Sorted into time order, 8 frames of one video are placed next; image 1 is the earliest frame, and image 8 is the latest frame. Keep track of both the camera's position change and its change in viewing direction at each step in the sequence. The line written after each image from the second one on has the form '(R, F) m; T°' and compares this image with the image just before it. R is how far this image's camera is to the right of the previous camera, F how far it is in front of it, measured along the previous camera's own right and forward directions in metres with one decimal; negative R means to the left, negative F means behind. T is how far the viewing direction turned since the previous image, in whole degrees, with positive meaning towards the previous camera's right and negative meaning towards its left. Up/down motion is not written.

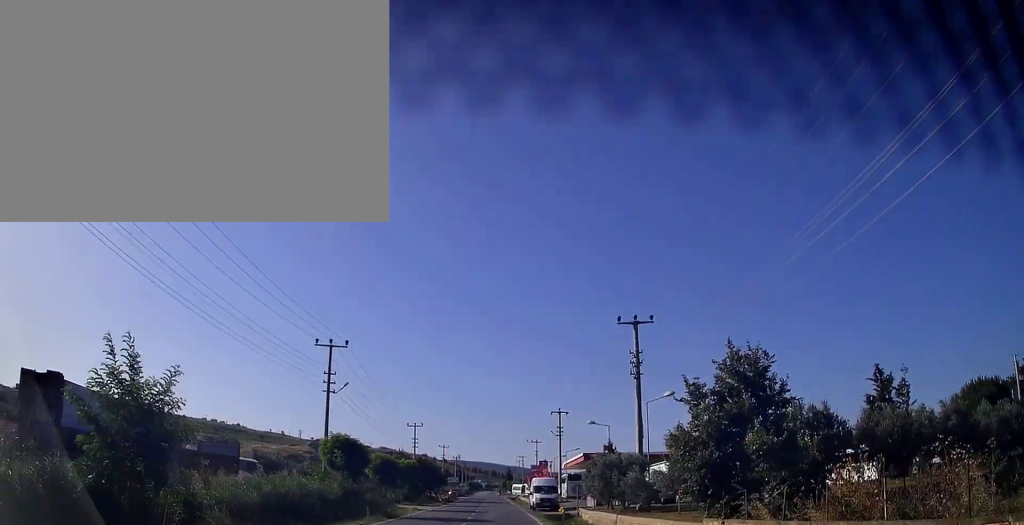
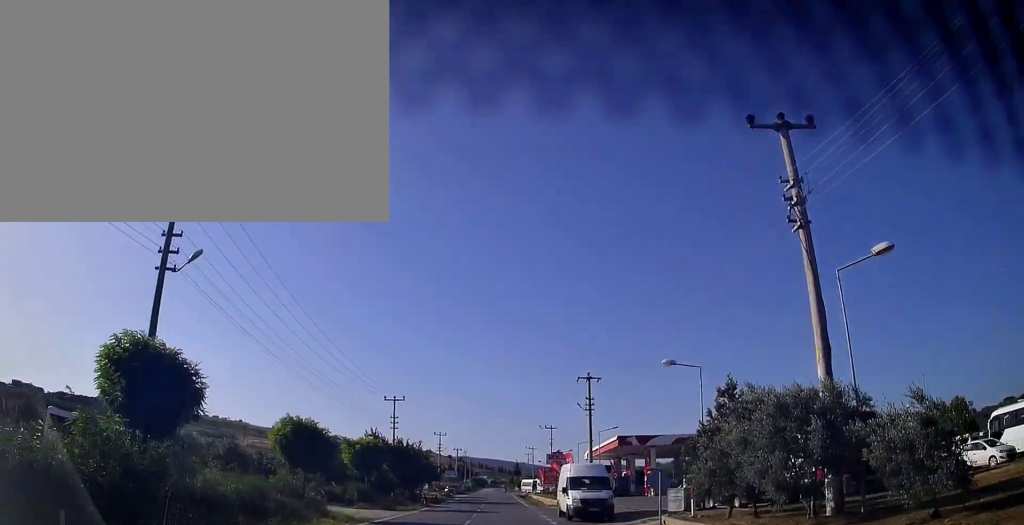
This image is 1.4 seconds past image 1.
(0.0, +19.6) m; 0°
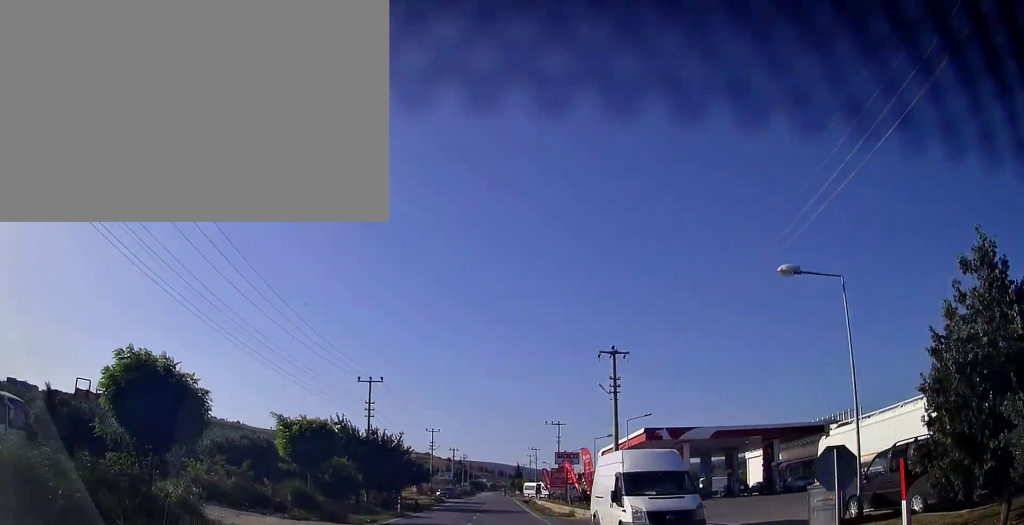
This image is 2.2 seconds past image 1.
(0.0, +11.4) m; +1°
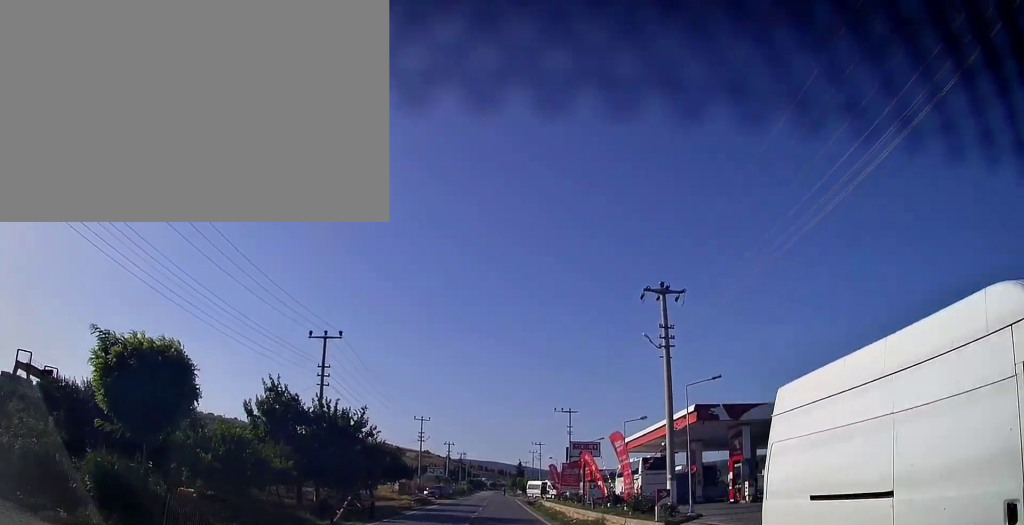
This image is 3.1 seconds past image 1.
(+0.2, +13.1) m; 0°
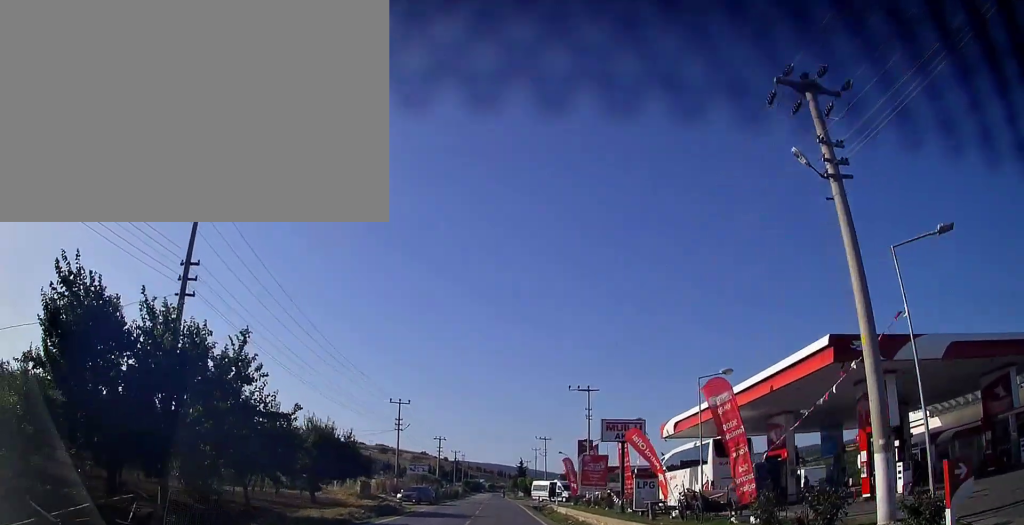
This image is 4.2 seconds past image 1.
(-0.1, +15.8) m; -1°
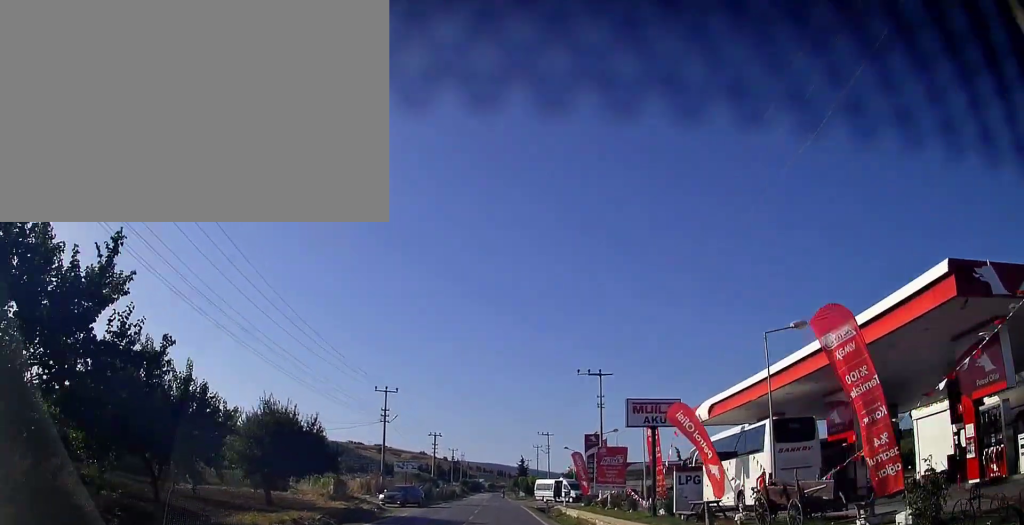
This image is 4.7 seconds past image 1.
(-0.1, +7.6) m; 0°
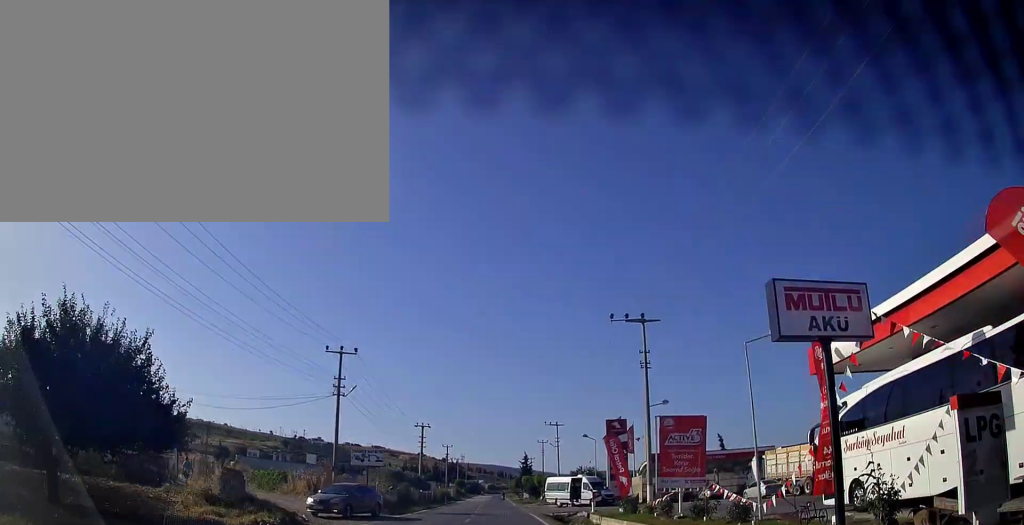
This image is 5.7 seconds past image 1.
(-0.1, +15.4) m; 0°
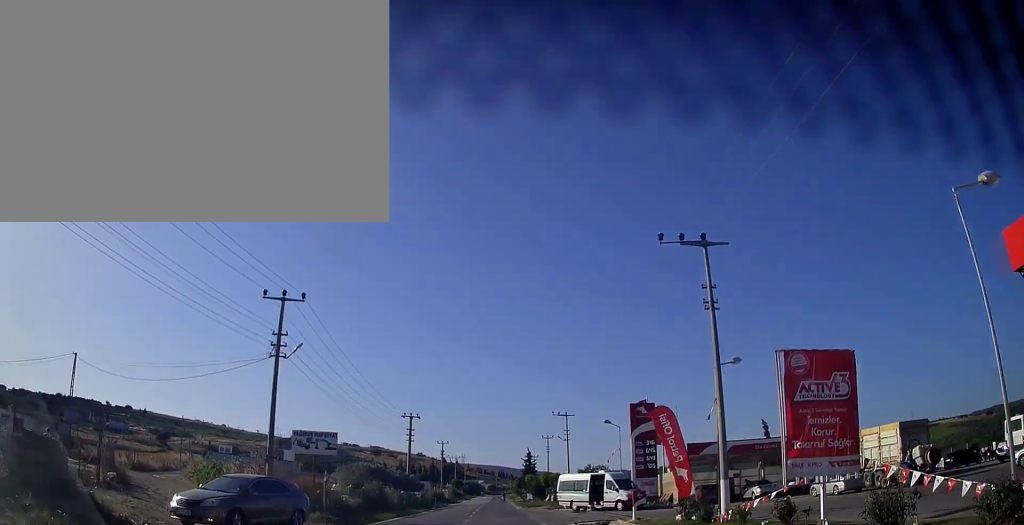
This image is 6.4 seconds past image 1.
(0.0, +11.0) m; +1°
